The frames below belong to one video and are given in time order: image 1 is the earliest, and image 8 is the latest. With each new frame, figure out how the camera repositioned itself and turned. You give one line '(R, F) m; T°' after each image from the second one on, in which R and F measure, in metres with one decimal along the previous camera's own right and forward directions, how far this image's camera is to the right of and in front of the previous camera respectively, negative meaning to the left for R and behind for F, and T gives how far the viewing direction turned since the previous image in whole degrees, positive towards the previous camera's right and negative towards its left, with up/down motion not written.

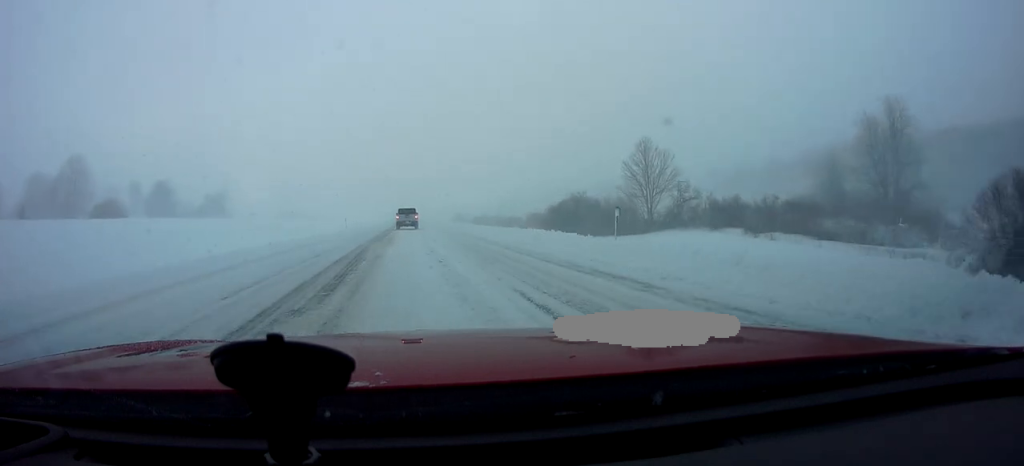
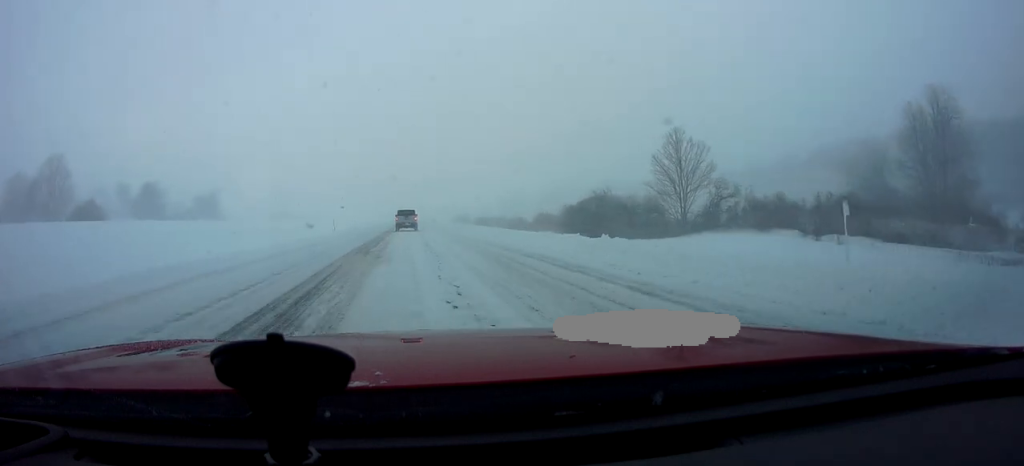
(+0.5, +9.3) m; 0°
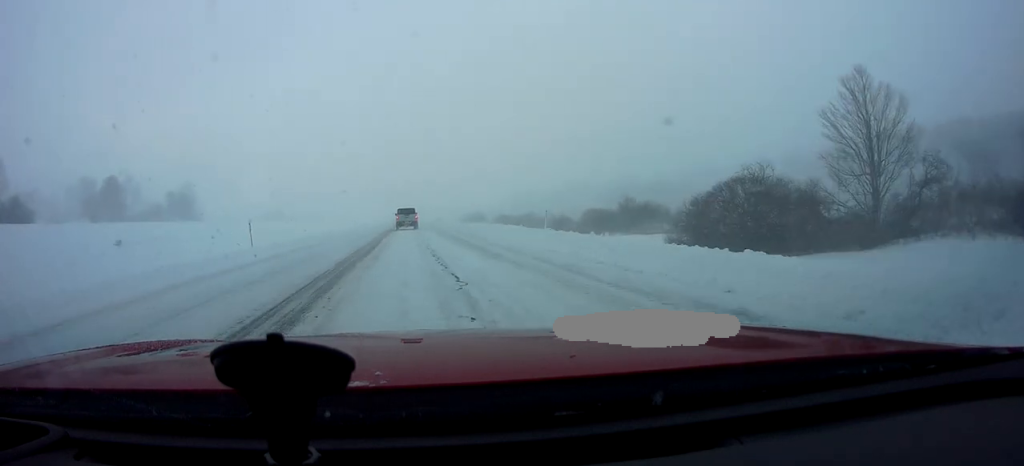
(-0.5, +29.8) m; -1°
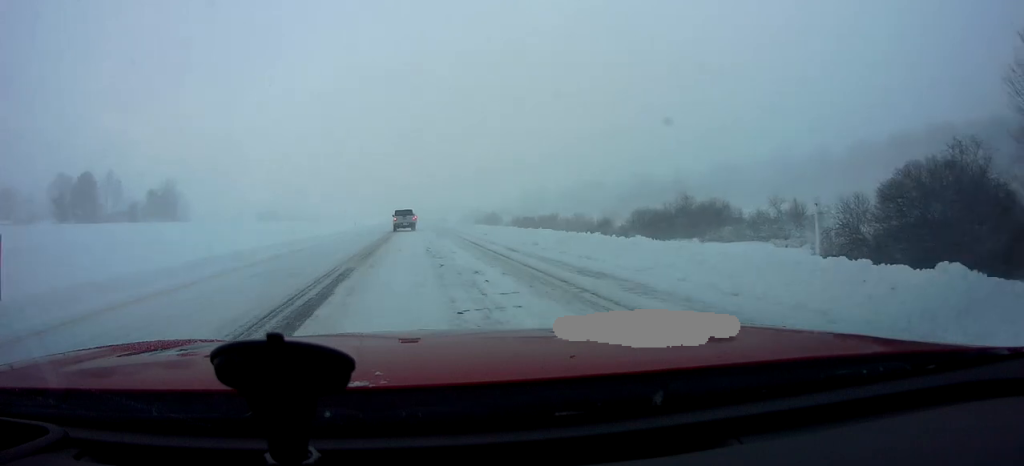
(-0.2, +16.7) m; 0°
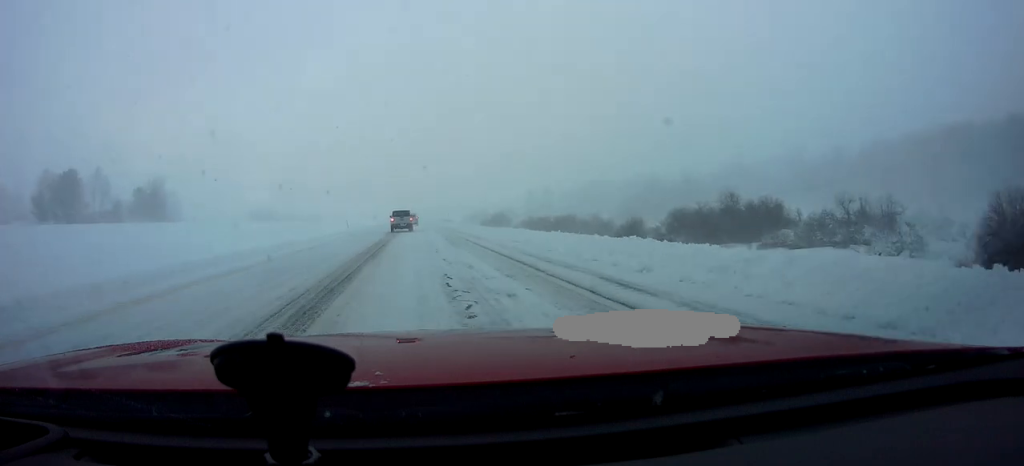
(+0.1, +9.5) m; 0°
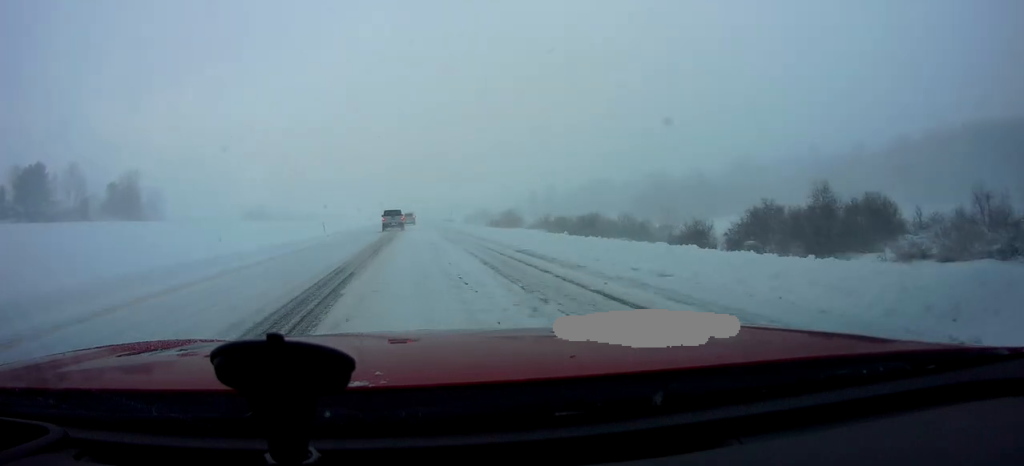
(+0.2, +14.3) m; 0°
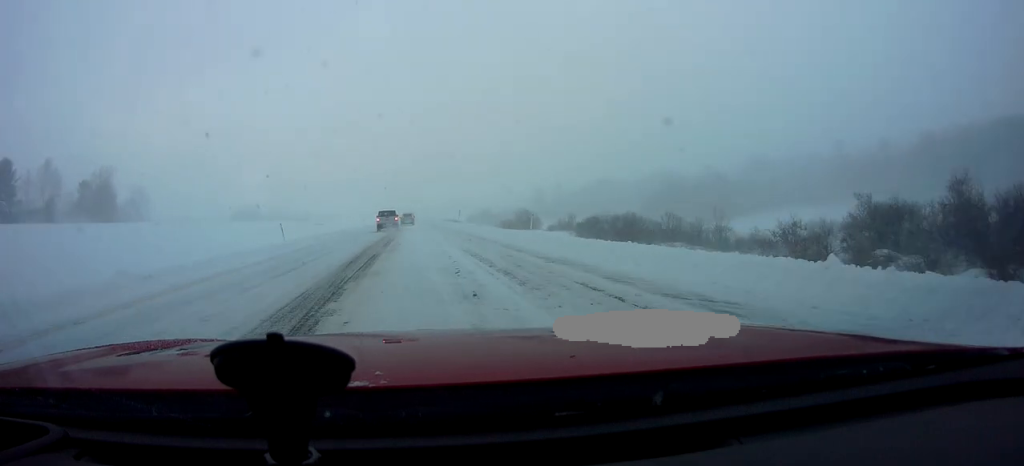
(-0.2, +13.6) m; 0°
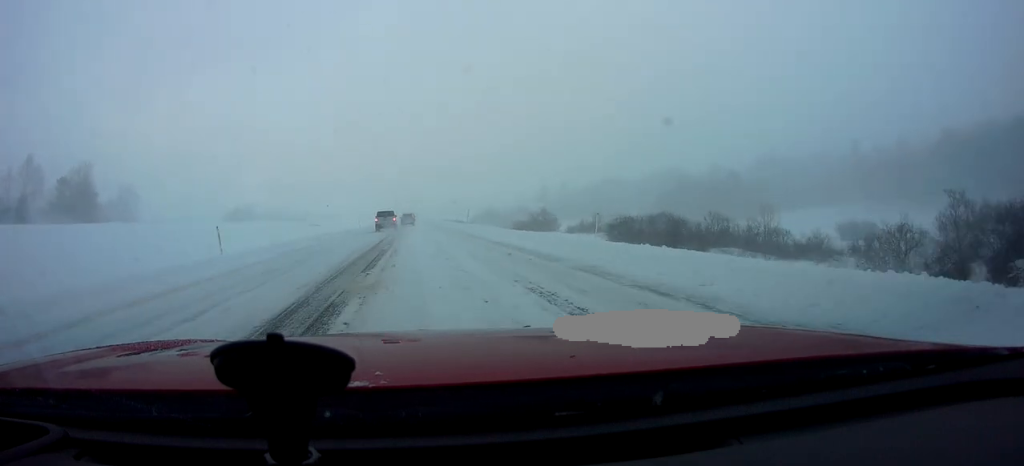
(+0.3, +9.5) m; 0°
